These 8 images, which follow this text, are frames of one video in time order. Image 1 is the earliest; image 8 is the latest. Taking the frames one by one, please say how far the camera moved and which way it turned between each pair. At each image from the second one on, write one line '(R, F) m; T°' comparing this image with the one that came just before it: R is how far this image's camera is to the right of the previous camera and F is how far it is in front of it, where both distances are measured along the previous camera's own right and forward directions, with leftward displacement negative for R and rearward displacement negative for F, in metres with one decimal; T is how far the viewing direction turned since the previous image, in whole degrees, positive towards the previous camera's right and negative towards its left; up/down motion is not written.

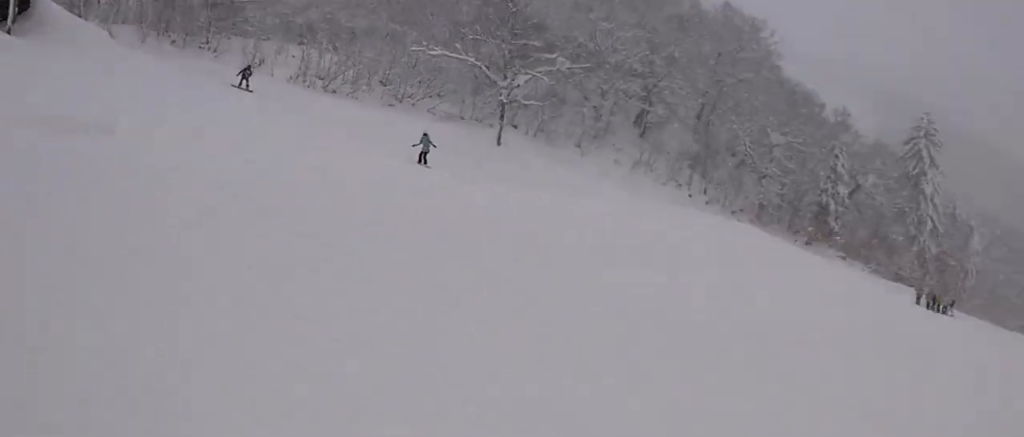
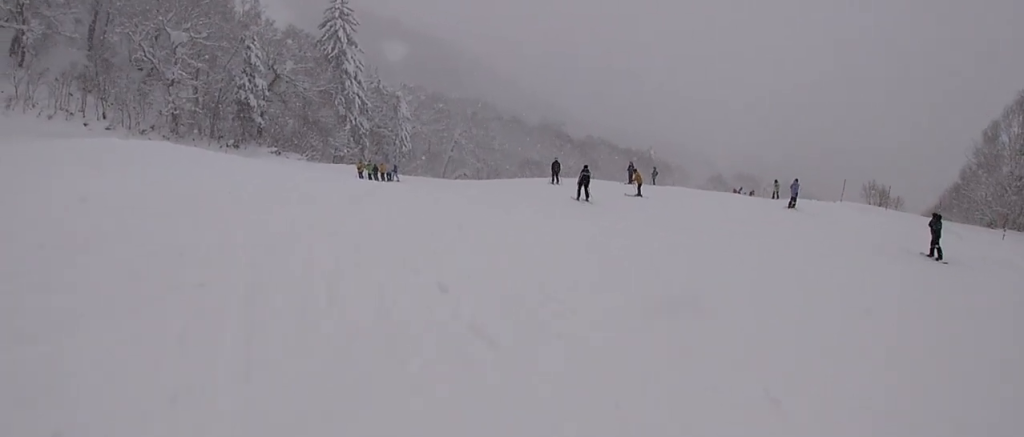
(+0.2, +6.3) m; +10°
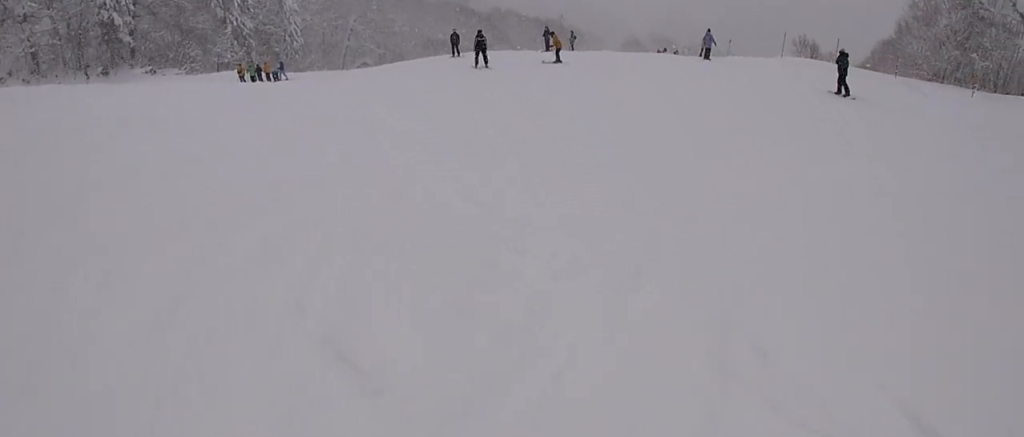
(+0.3, +3.1) m; +5°
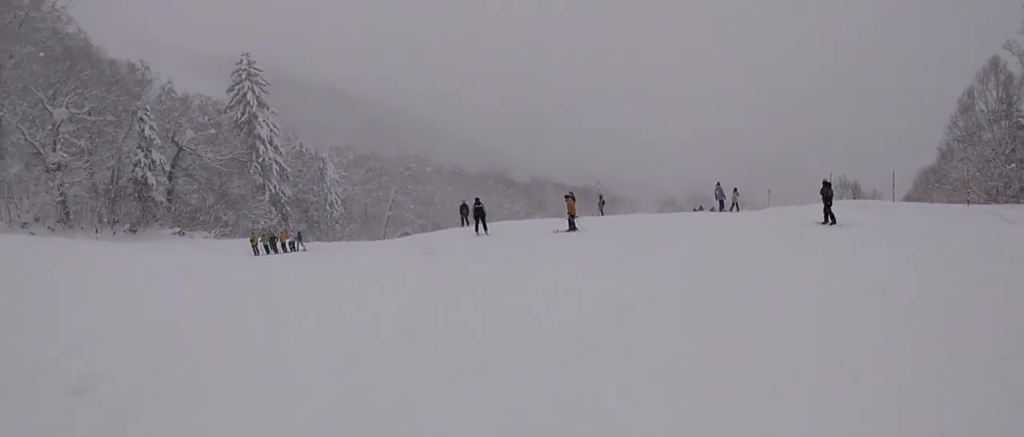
(+0.2, +4.2) m; +3°
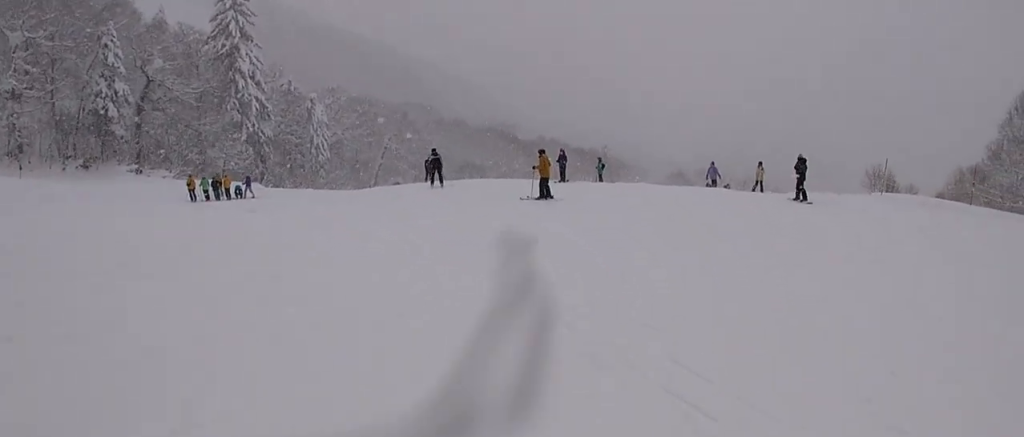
(0.0, +5.6) m; -4°
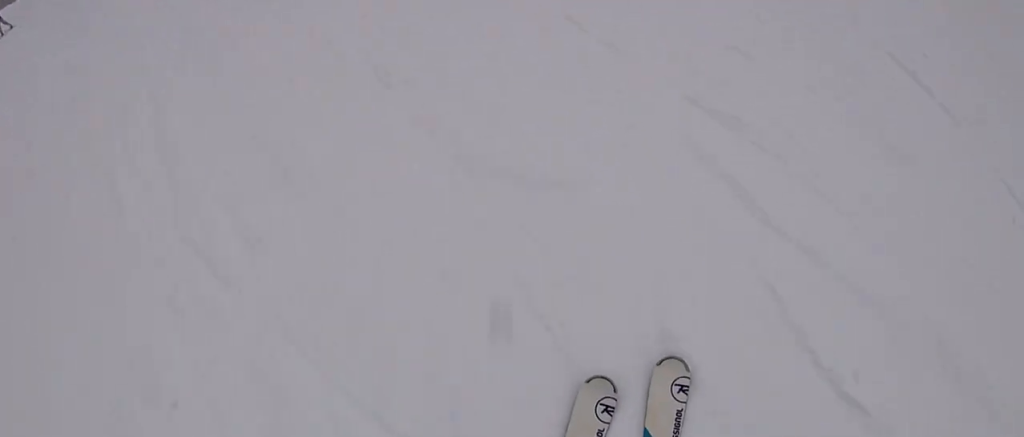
(-0.2, +4.1) m; -4°
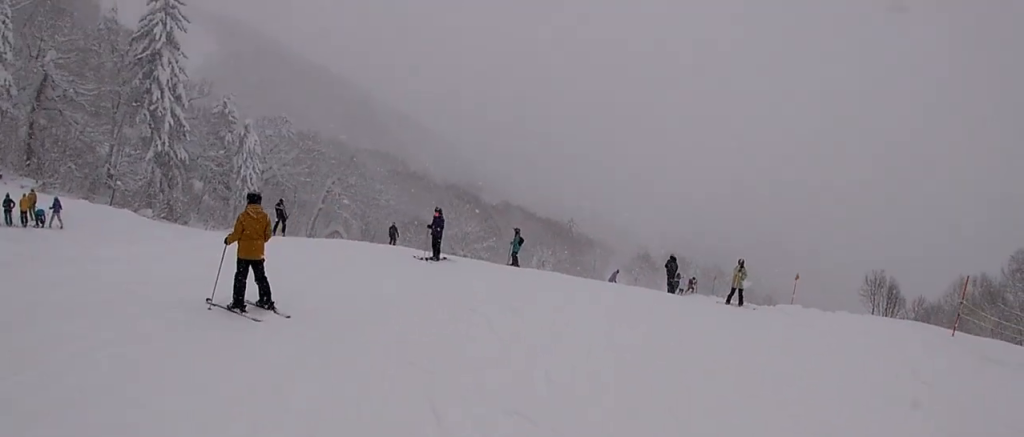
(+0.1, +6.6) m; +7°
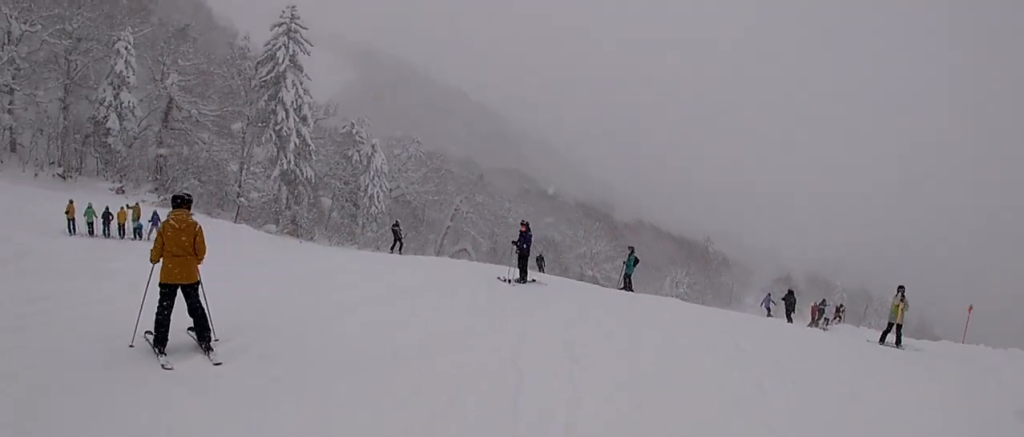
(+0.1, +2.9) m; -9°
